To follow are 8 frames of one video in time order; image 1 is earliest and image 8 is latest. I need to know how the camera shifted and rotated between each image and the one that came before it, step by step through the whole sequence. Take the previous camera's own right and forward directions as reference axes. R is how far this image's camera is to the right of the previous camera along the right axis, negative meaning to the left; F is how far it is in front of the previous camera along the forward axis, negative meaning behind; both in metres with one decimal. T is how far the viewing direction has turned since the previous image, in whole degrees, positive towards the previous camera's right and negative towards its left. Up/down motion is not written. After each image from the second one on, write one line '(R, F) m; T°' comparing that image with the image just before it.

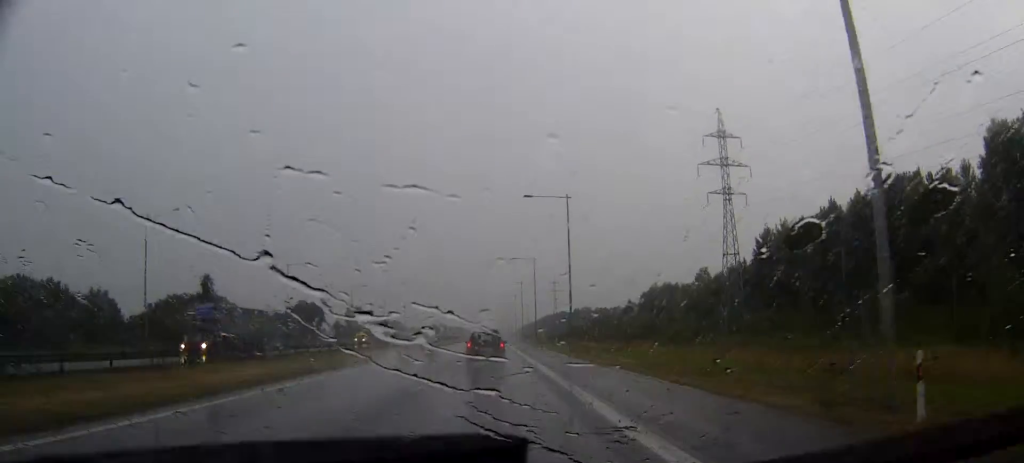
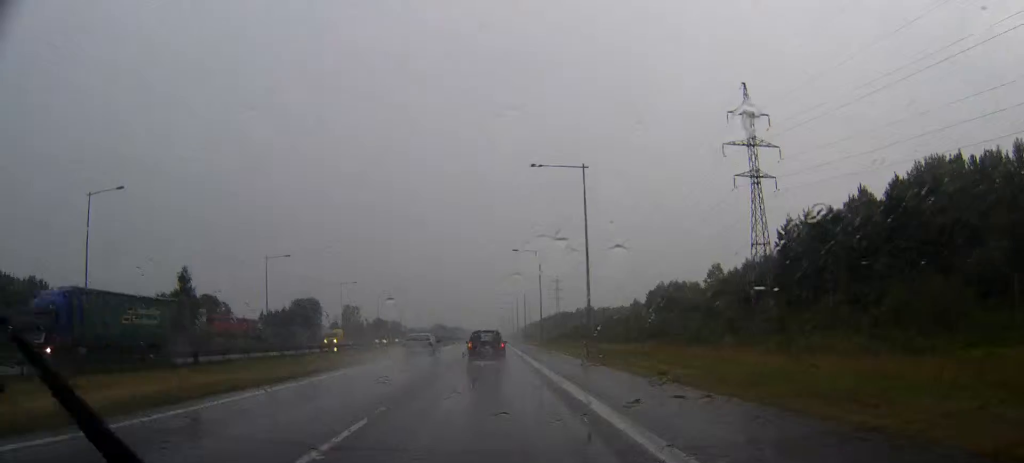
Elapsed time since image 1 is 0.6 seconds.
(-0.1, +10.6) m; 0°
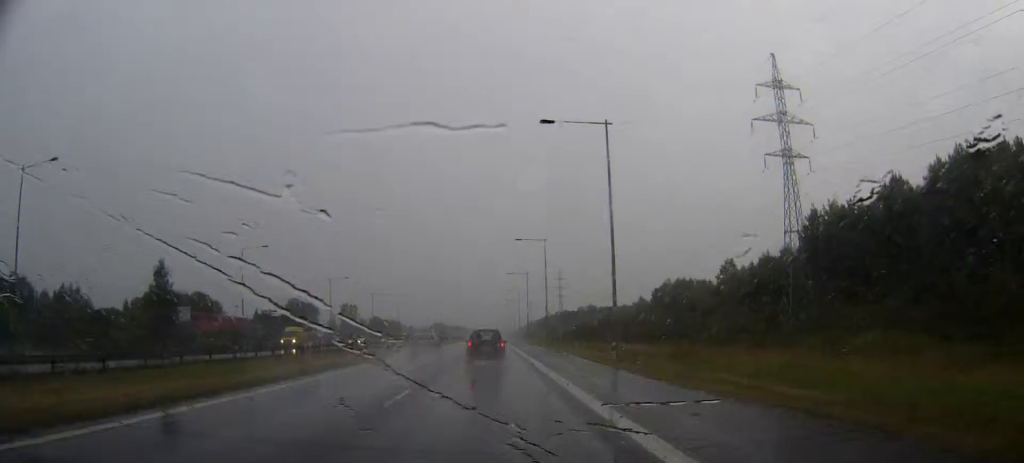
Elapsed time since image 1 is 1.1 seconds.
(0.0, +10.0) m; 0°
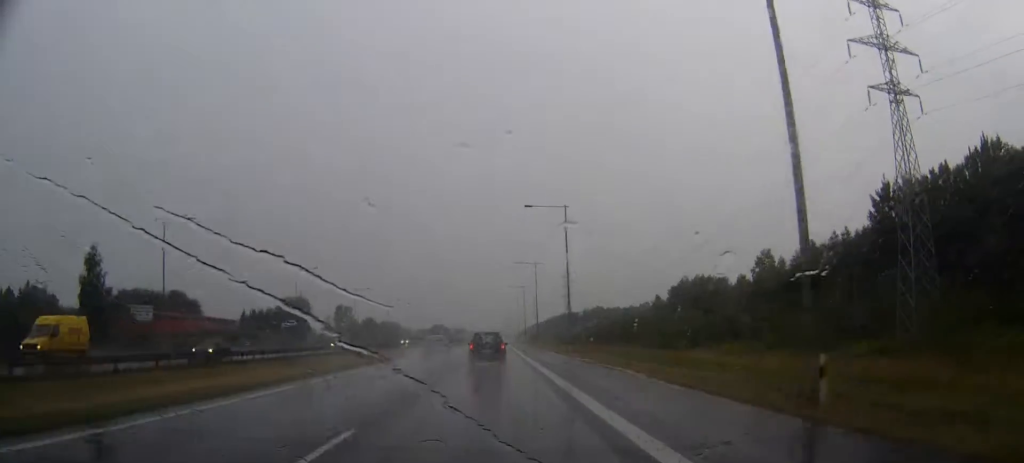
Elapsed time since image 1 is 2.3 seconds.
(+0.2, +23.1) m; 0°
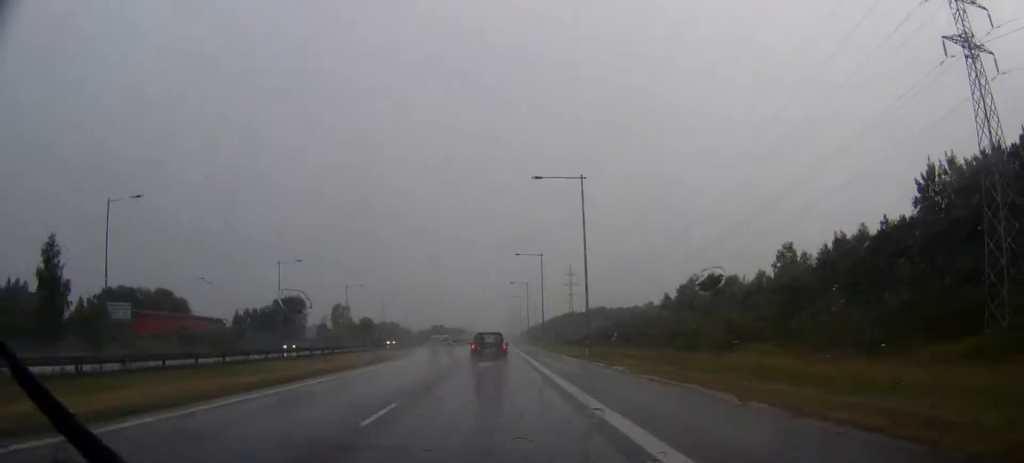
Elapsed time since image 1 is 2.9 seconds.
(+0.1, +11.4) m; 0°
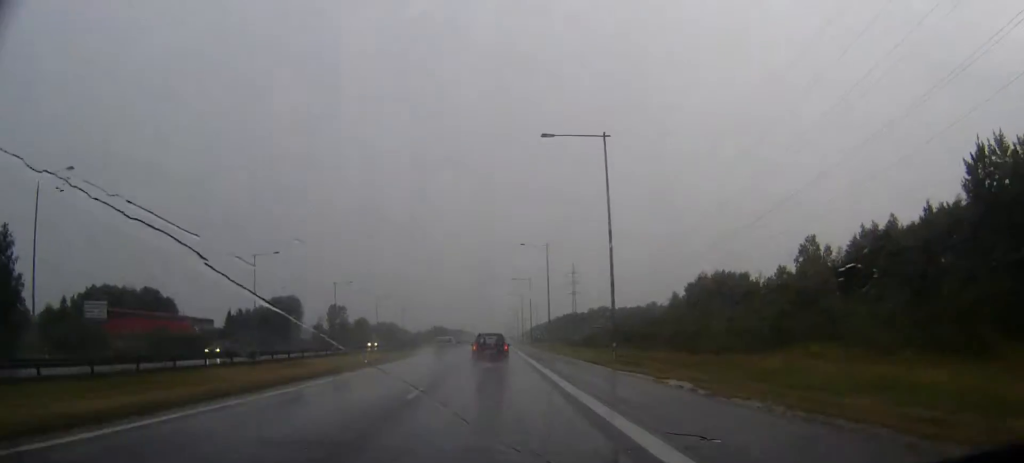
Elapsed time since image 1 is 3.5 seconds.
(-0.1, +10.9) m; 0°
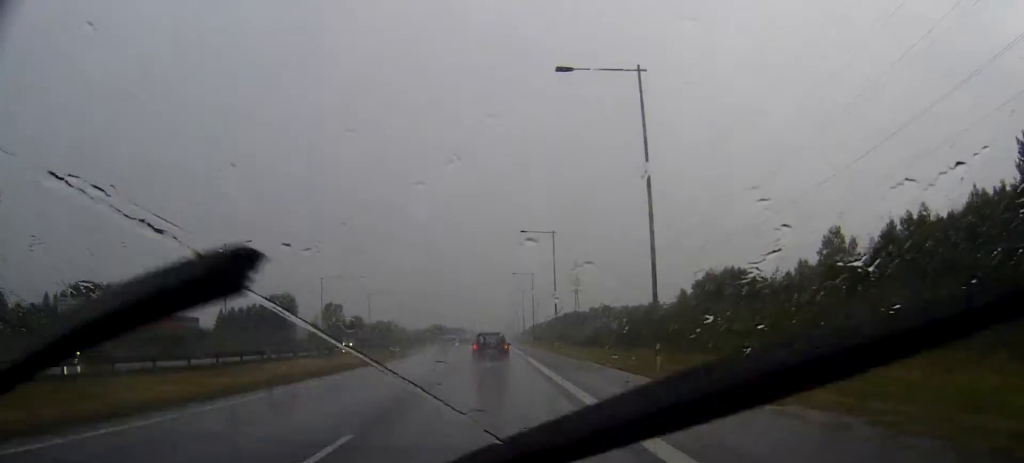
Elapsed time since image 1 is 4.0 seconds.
(0.0, +10.3) m; 0°
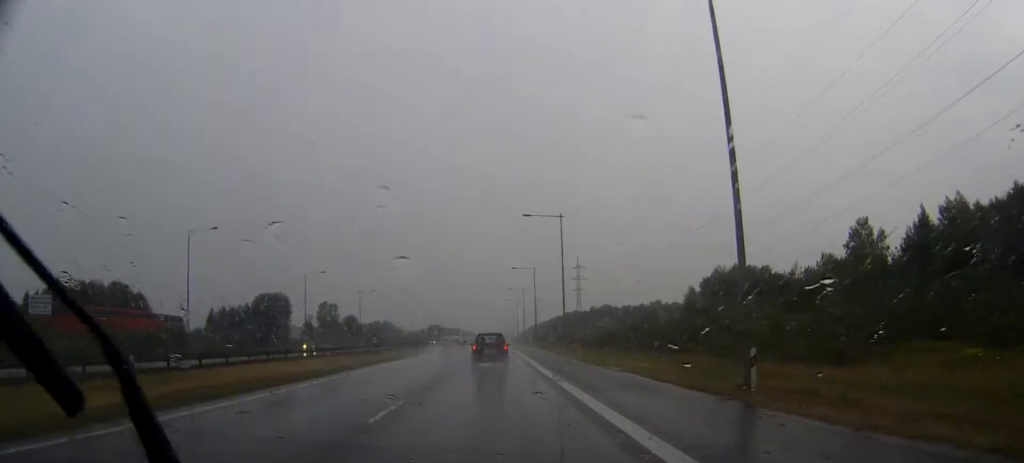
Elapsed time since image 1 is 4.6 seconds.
(0.0, +10.5) m; 0°
